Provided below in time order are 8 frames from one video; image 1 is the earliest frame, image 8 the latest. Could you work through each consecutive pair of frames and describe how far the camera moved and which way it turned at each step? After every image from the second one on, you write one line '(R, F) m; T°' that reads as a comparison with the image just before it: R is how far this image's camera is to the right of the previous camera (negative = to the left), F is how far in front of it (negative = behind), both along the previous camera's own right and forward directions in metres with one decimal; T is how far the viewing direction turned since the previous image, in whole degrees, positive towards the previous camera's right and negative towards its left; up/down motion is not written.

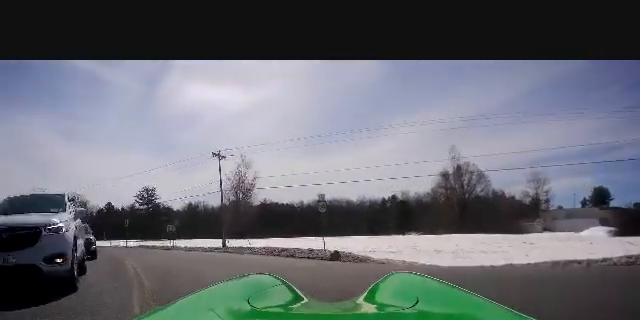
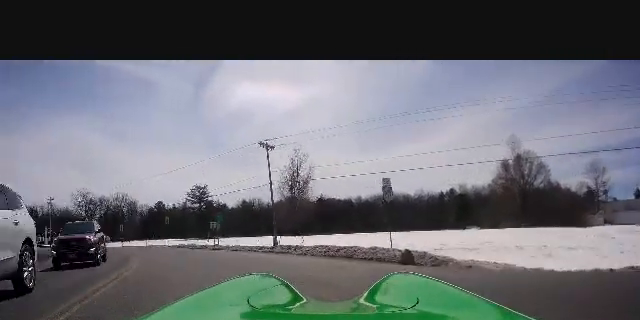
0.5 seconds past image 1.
(-0.3, +3.3) m; -7°
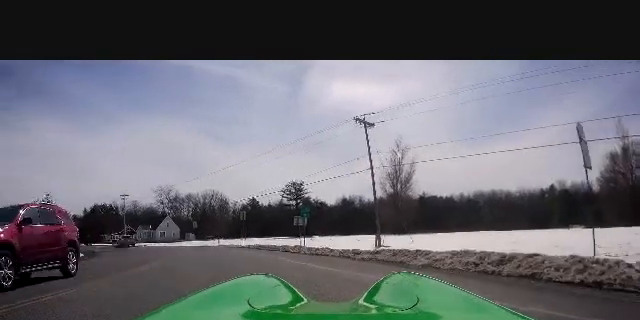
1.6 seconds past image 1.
(-0.3, +6.9) m; -13°
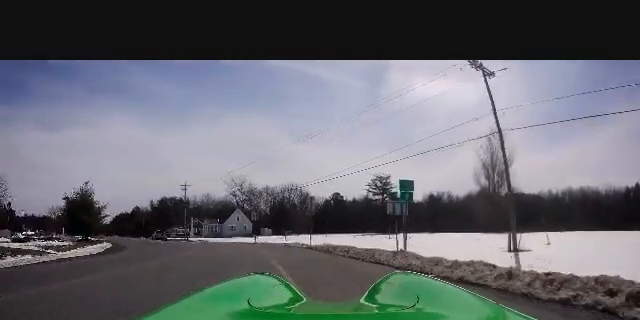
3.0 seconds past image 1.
(-2.2, +9.7) m; -19°
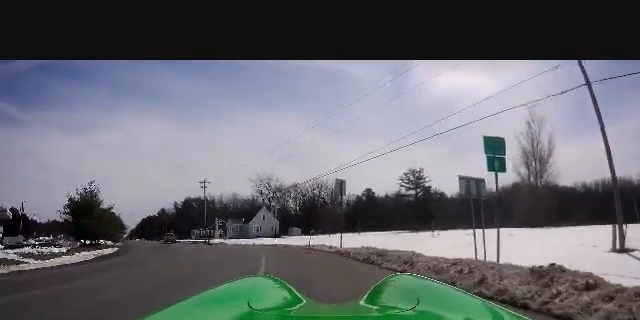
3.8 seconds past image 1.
(-0.4, +5.9) m; -9°
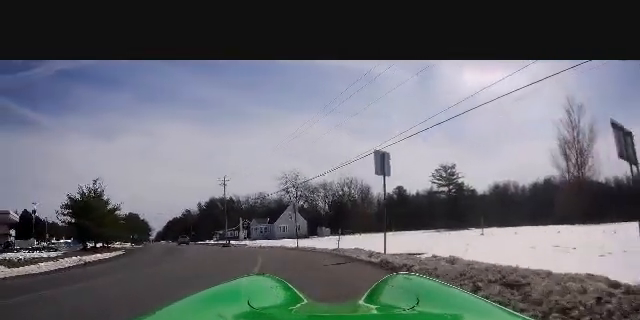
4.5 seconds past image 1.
(-0.3, +5.5) m; -8°
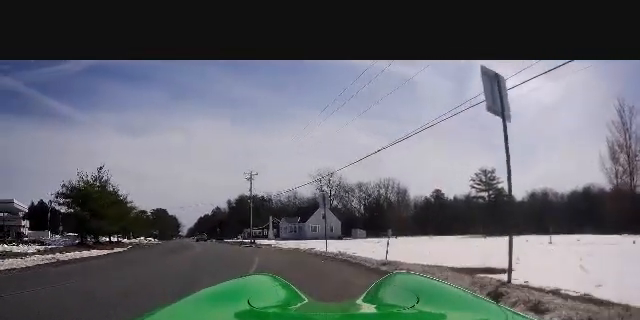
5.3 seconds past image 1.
(-0.5, +6.1) m; -7°
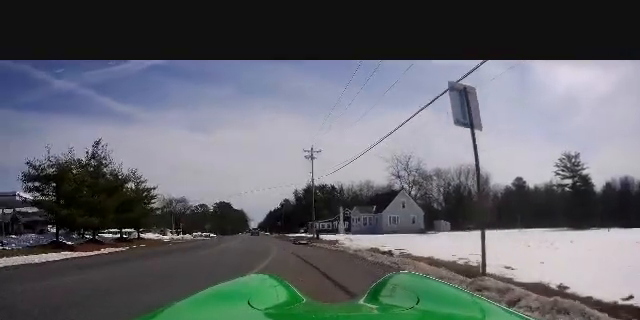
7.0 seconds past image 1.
(-1.2, +12.7) m; -8°
